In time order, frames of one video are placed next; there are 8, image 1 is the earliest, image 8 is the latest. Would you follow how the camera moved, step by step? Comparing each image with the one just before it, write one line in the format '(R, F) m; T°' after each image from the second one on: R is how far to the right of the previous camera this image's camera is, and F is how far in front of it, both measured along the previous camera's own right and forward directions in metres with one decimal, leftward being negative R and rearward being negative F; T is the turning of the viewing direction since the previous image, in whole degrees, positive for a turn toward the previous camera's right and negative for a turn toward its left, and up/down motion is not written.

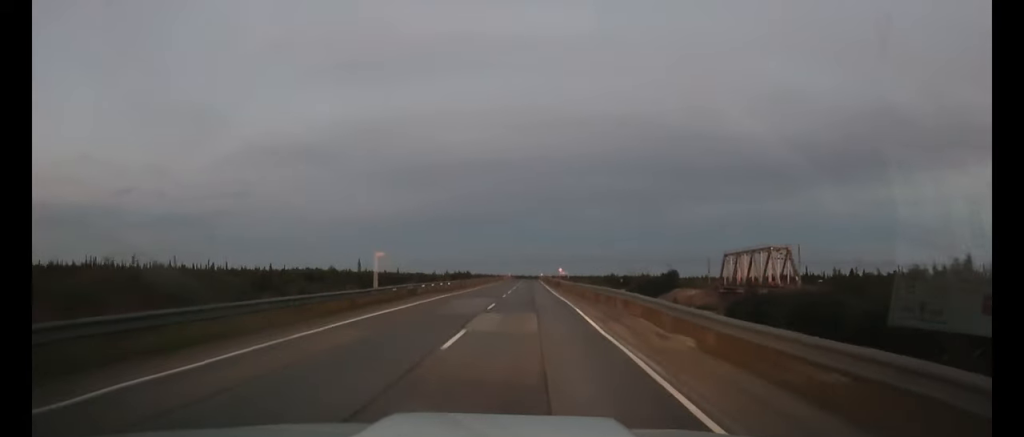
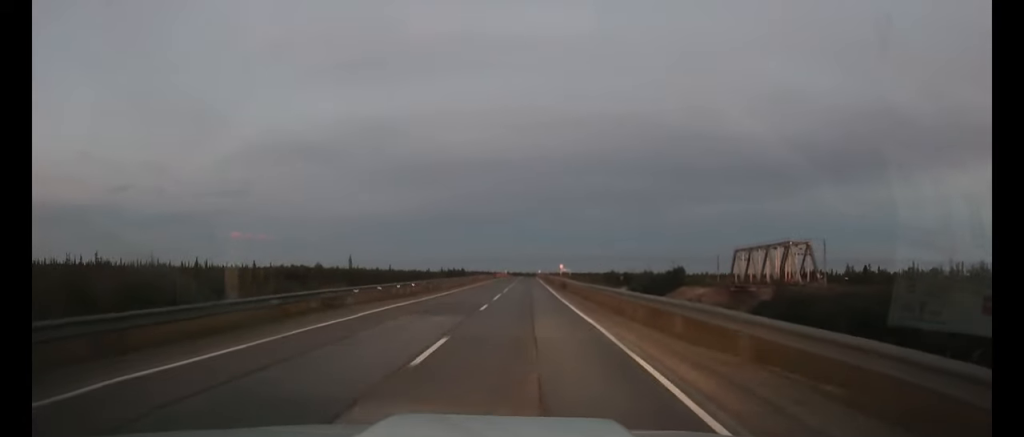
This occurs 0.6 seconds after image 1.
(0.0, +14.3) m; 0°
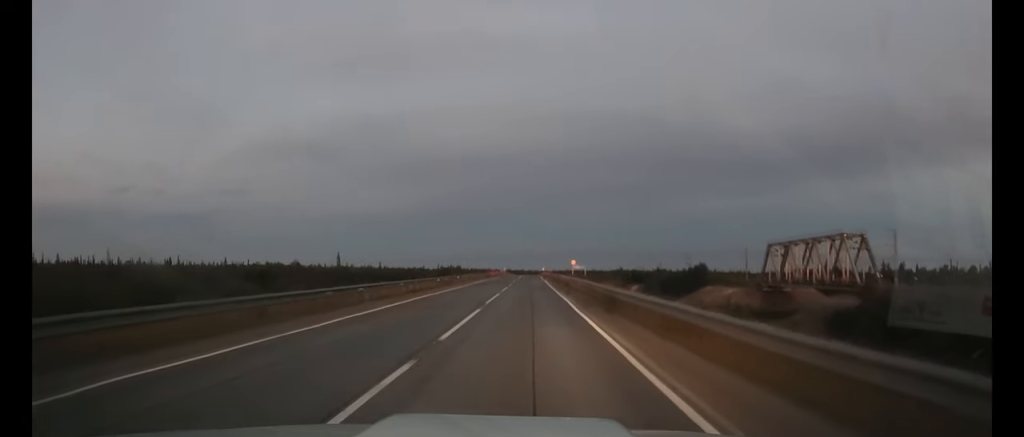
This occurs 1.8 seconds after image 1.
(0.0, +27.5) m; 0°
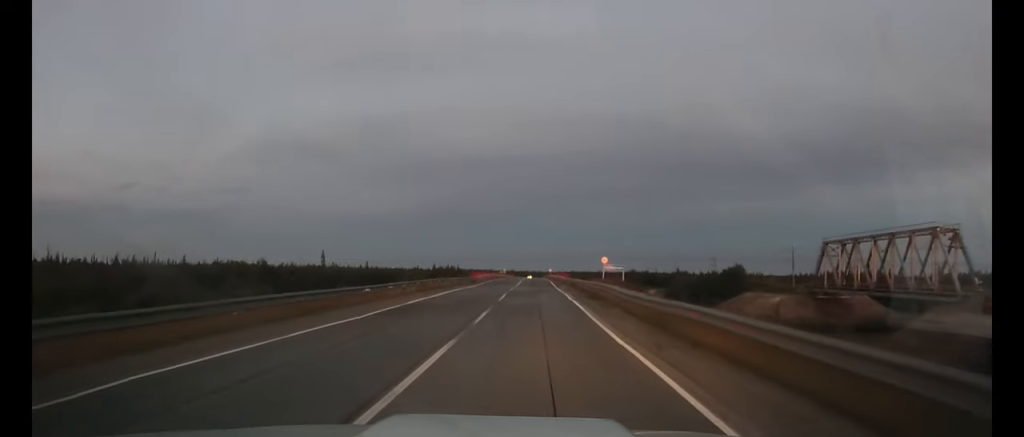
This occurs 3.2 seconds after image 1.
(-0.1, +33.2) m; 0°
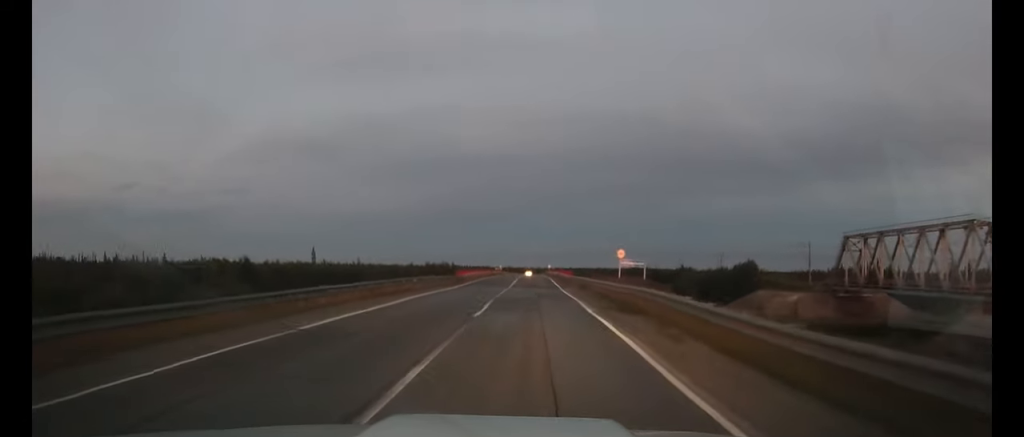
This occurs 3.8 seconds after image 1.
(0.0, +11.7) m; 0°
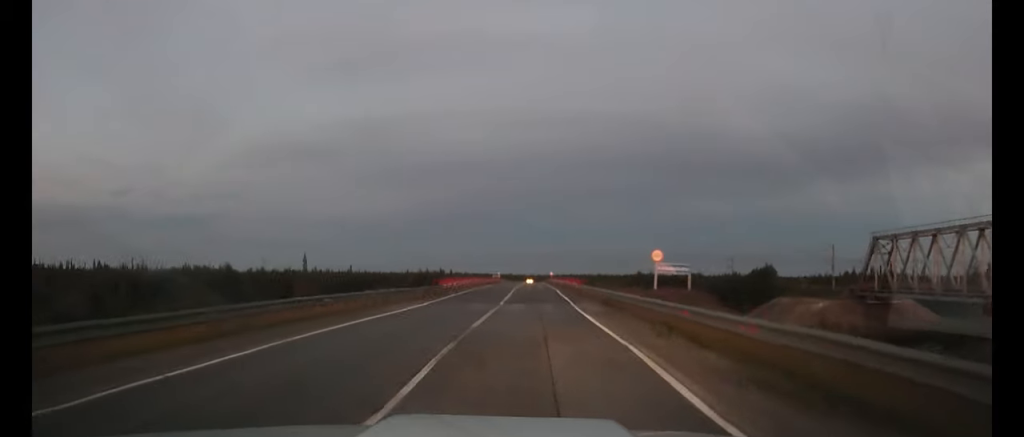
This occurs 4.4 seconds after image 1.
(0.0, +12.9) m; 0°
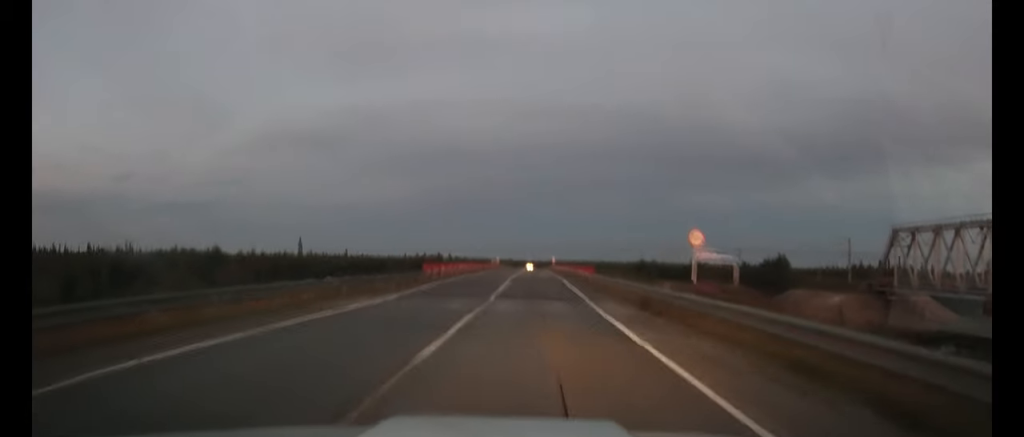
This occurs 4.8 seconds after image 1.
(0.0, +8.1) m; 0°
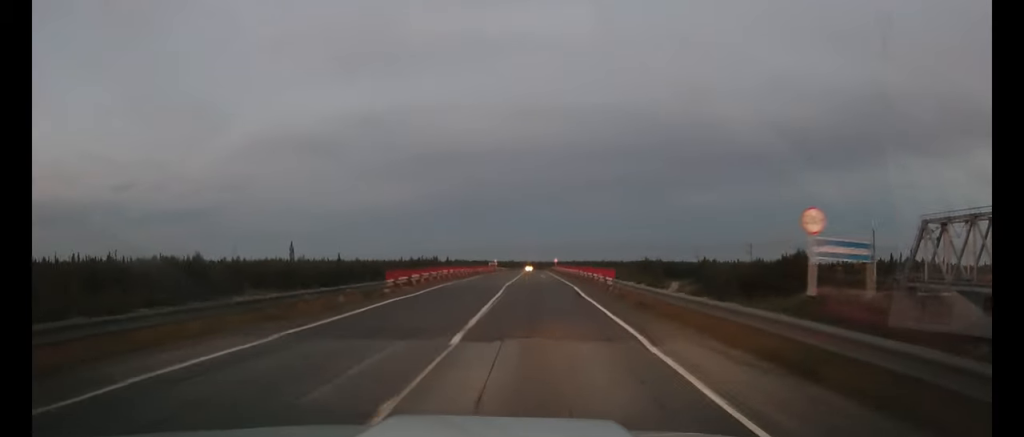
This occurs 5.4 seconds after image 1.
(0.0, +11.7) m; 0°
